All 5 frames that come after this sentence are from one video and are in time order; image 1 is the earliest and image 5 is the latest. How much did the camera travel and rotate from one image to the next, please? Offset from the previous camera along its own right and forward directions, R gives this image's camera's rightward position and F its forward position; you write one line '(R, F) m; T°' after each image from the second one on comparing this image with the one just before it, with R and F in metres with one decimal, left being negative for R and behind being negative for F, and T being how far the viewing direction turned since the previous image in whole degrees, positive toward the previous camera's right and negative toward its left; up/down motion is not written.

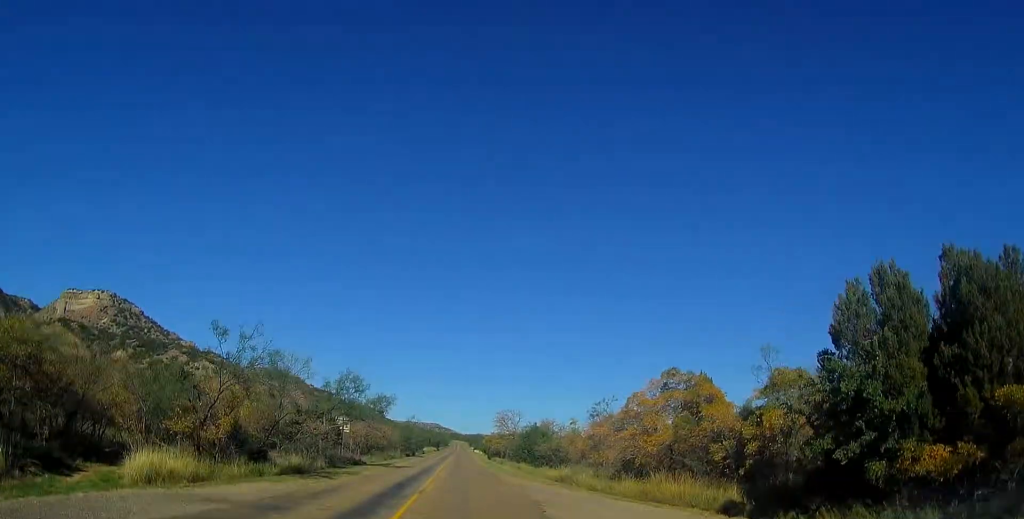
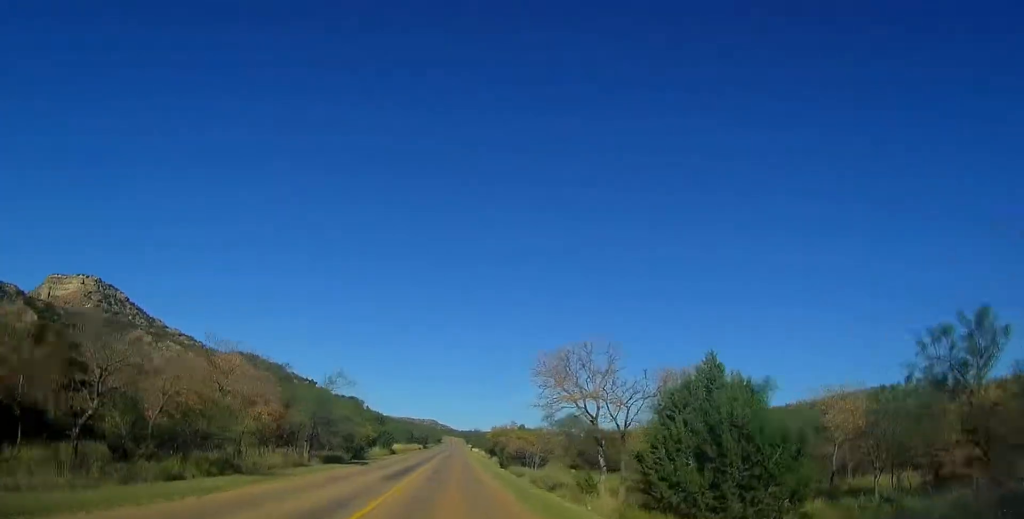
(+1.0, +41.8) m; +1°
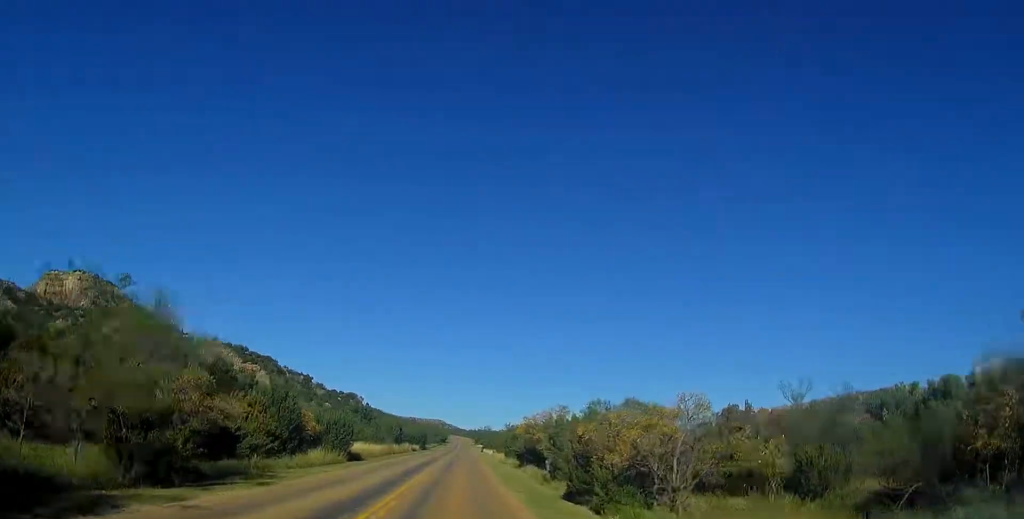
(-1.0, +30.3) m; -2°
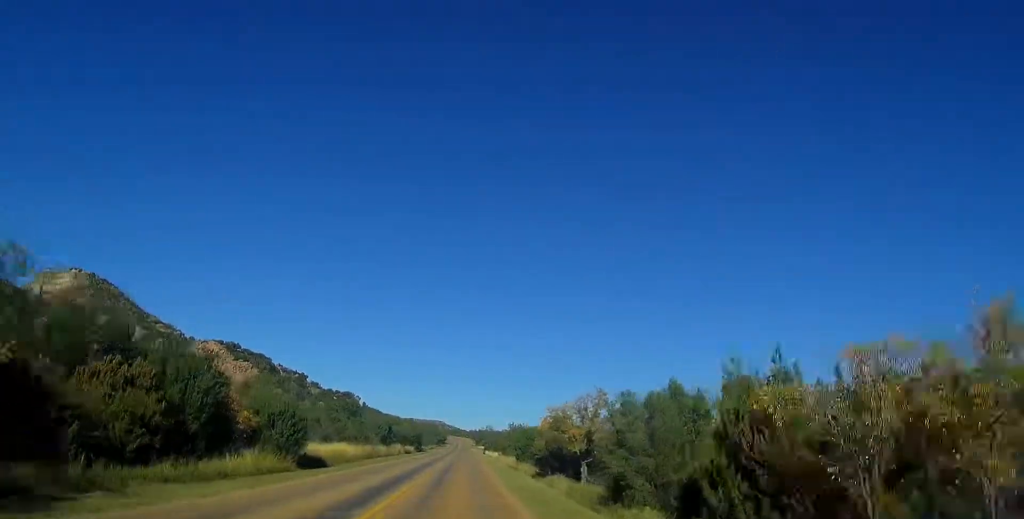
(+0.1, +12.0) m; 0°
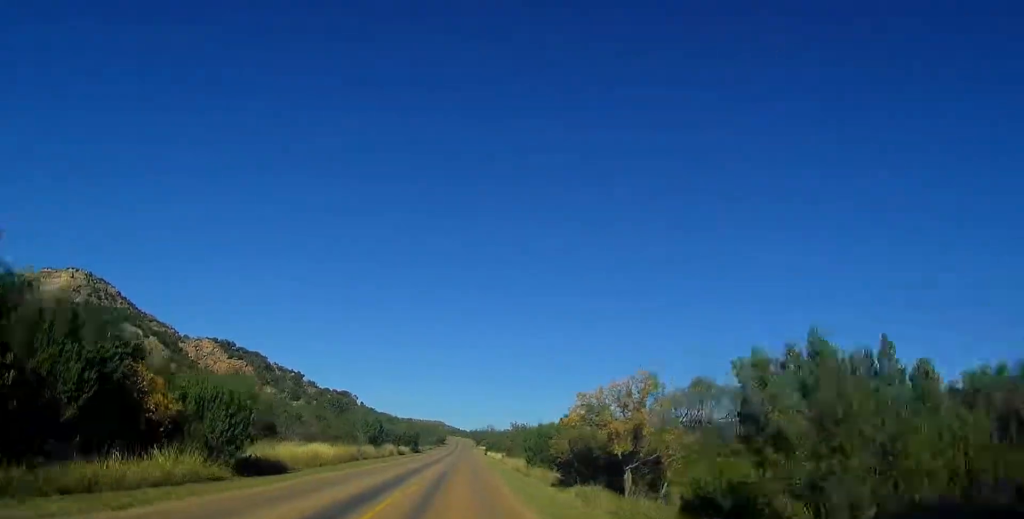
(0.0, +7.4) m; 0°
